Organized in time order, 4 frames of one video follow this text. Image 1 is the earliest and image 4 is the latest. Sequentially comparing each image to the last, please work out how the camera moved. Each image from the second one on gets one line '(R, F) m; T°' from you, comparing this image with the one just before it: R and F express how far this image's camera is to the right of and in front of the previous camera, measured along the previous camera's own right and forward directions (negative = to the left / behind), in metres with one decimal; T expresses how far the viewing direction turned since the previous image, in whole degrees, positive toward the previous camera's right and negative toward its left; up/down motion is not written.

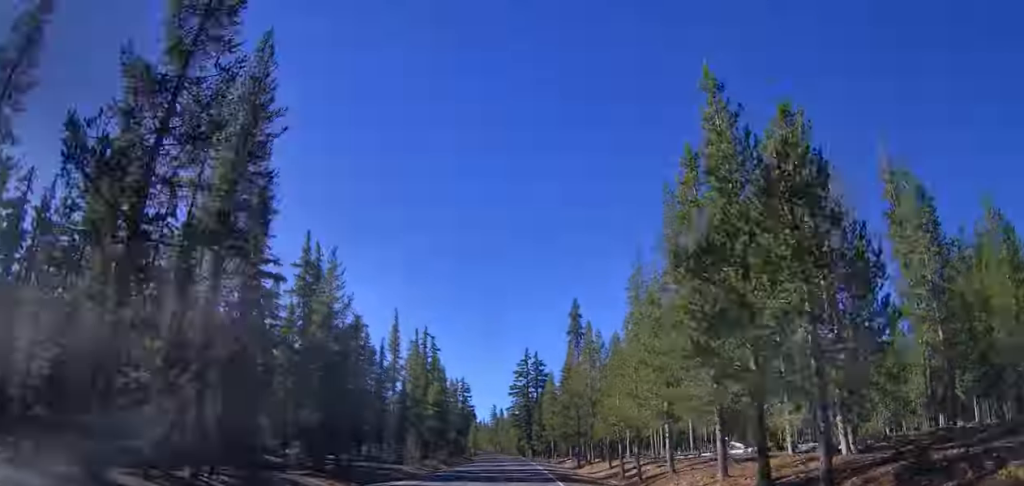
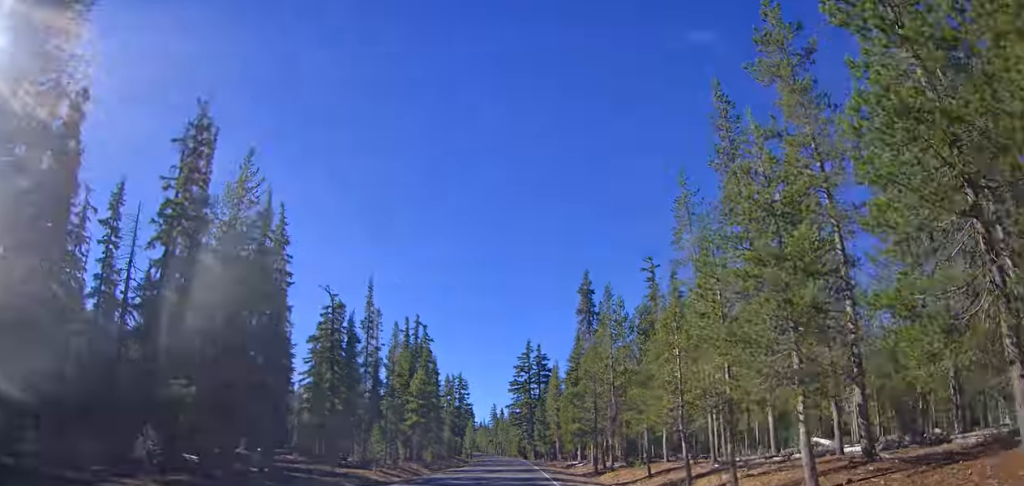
(+0.4, +12.5) m; 0°
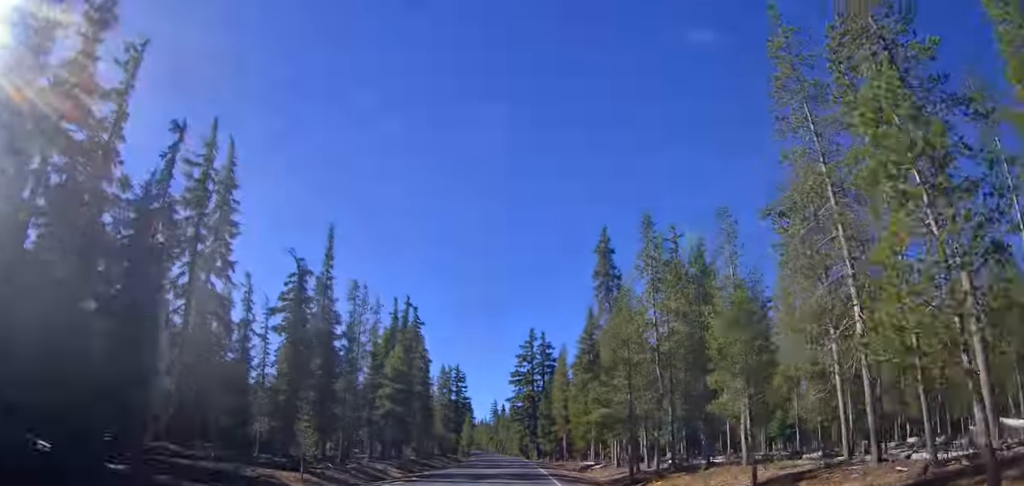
(0.0, +13.2) m; 0°
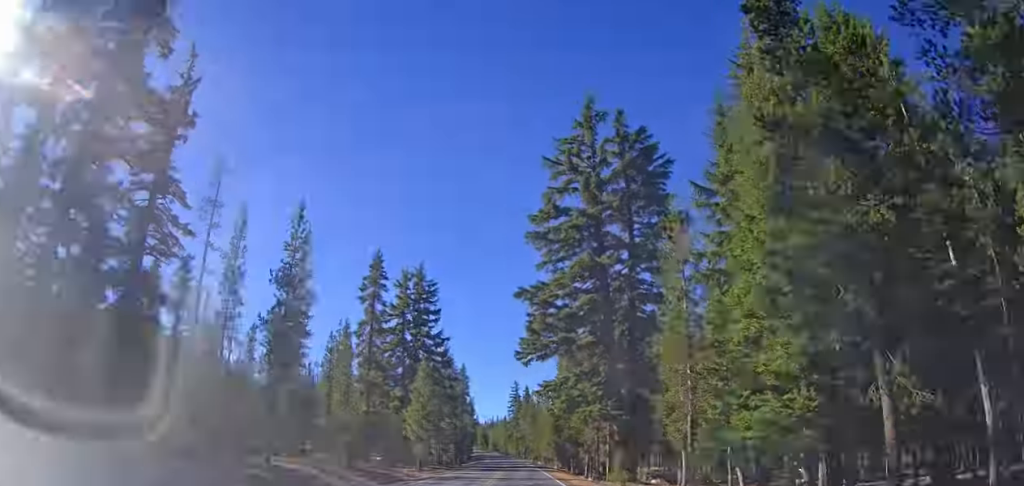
(-1.4, +85.5) m; -3°
